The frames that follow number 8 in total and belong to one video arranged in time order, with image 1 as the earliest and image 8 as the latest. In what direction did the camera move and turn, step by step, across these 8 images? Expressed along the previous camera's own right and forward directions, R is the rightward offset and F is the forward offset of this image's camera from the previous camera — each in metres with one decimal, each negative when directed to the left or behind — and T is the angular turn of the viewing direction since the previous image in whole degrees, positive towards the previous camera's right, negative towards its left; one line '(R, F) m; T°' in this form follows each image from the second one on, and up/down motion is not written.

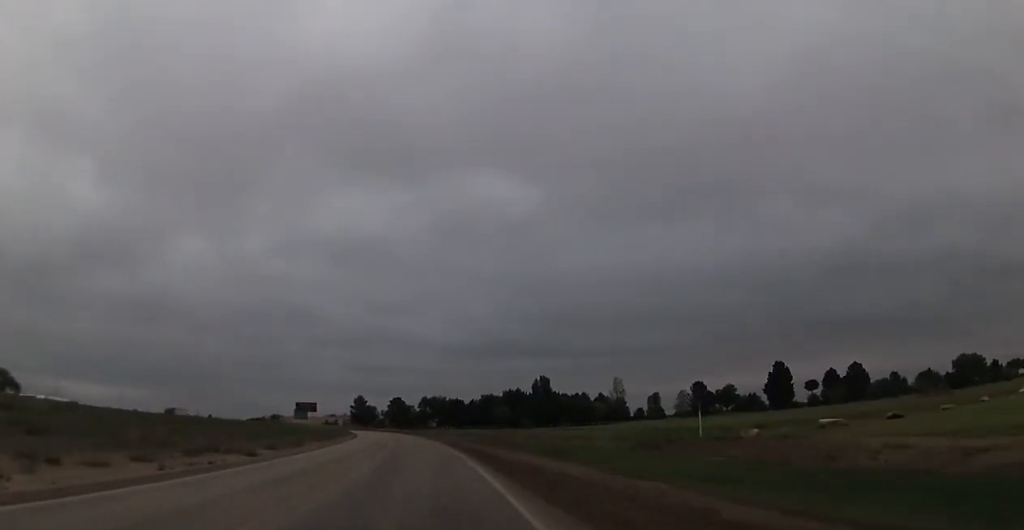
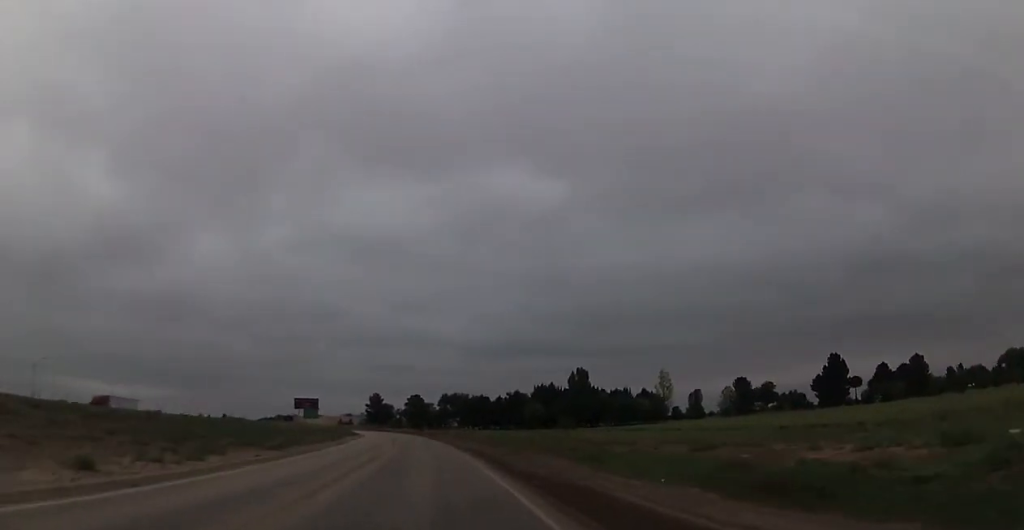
(-0.1, +20.0) m; -2°
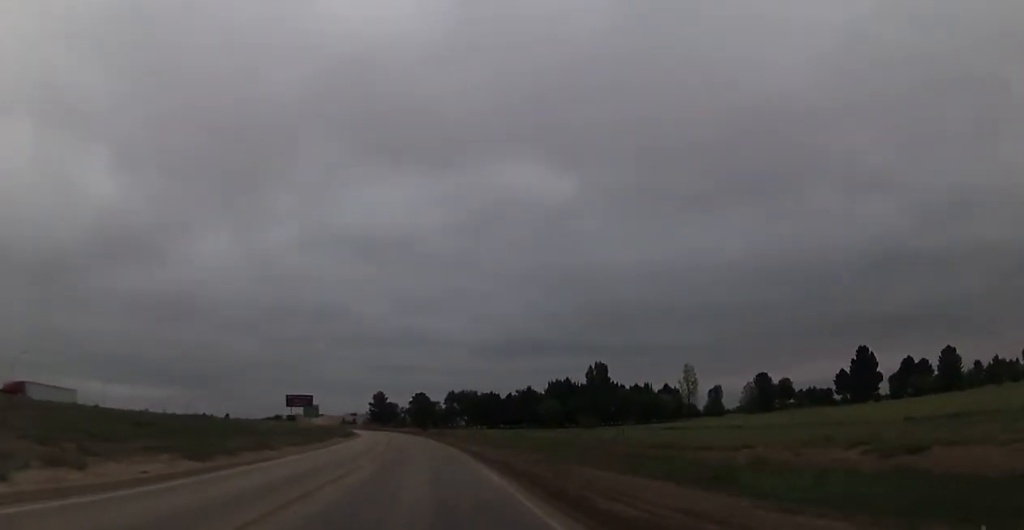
(-0.3, +11.0) m; 0°
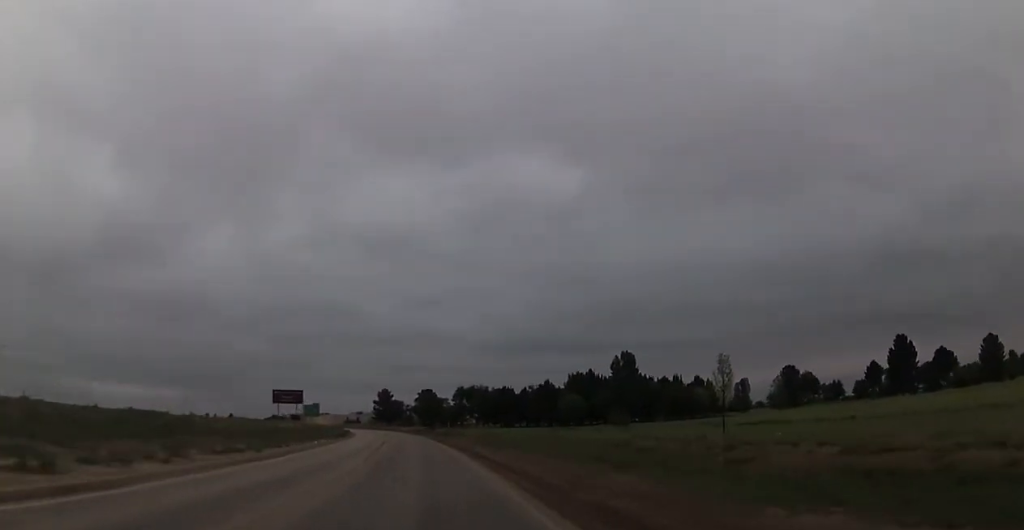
(-0.1, +13.4) m; 0°
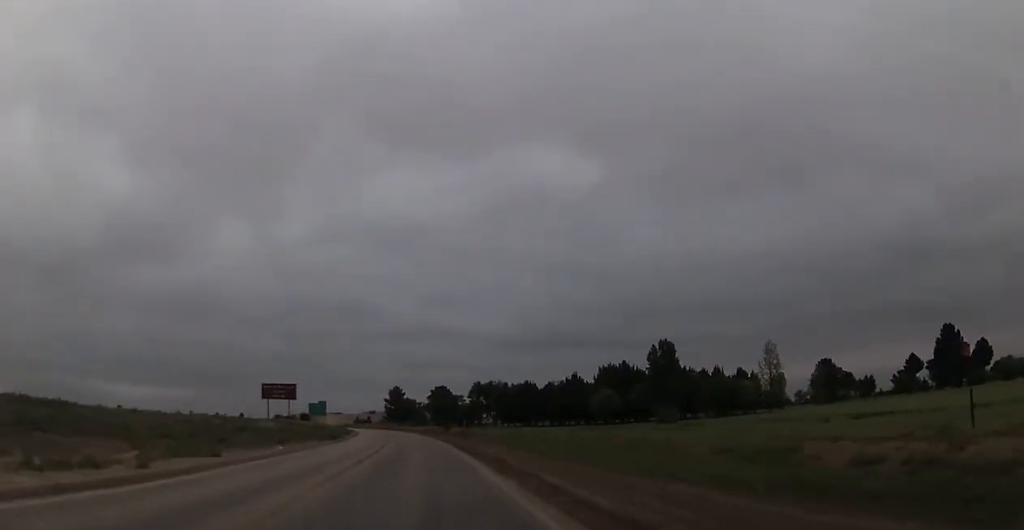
(+0.4, +12.9) m; 0°
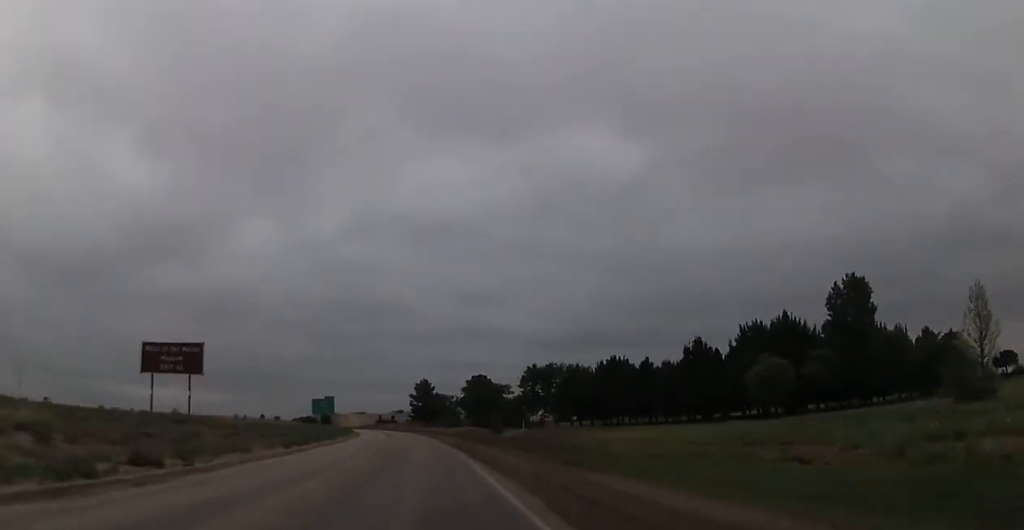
(-1.8, +41.9) m; -4°
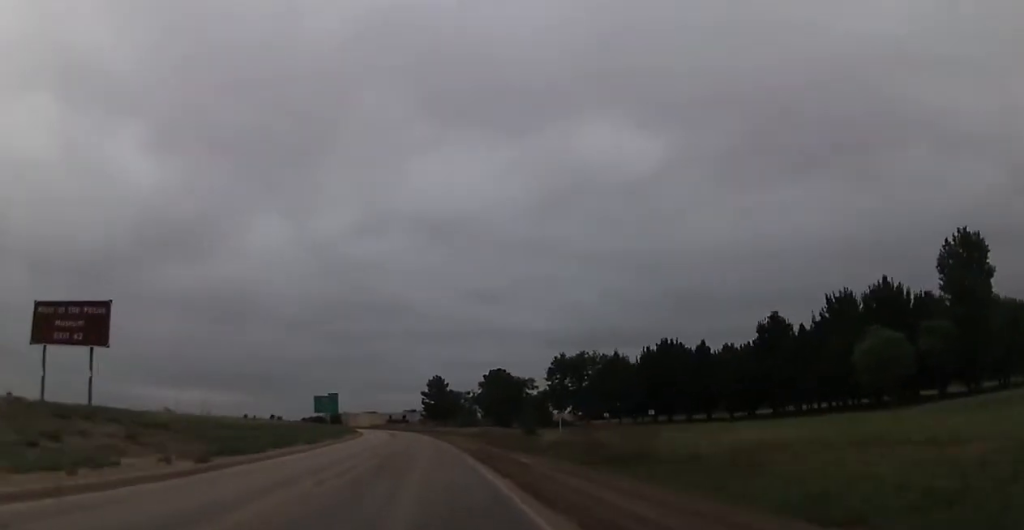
(-0.3, +14.2) m; -1°
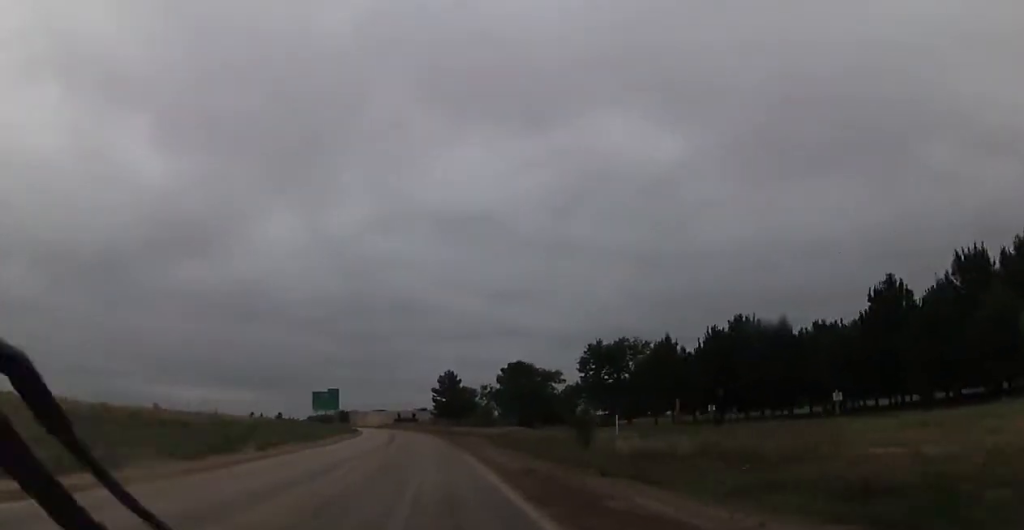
(0.0, +14.9) m; 0°
